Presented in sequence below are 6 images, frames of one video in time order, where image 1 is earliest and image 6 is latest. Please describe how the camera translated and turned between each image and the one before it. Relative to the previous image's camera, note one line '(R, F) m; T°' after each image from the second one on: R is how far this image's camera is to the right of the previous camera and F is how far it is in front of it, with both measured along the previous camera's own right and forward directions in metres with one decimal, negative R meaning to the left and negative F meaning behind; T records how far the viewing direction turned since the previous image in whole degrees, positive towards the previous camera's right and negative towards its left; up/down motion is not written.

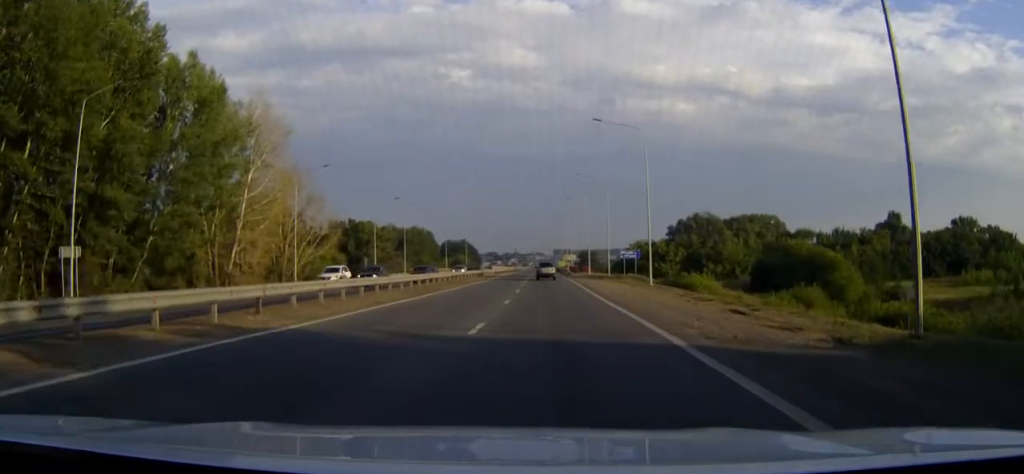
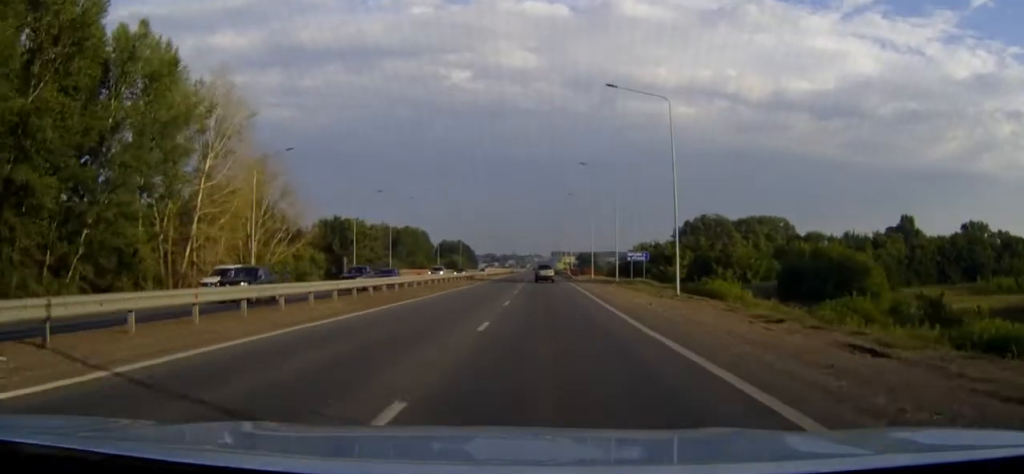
(0.0, +9.8) m; 0°
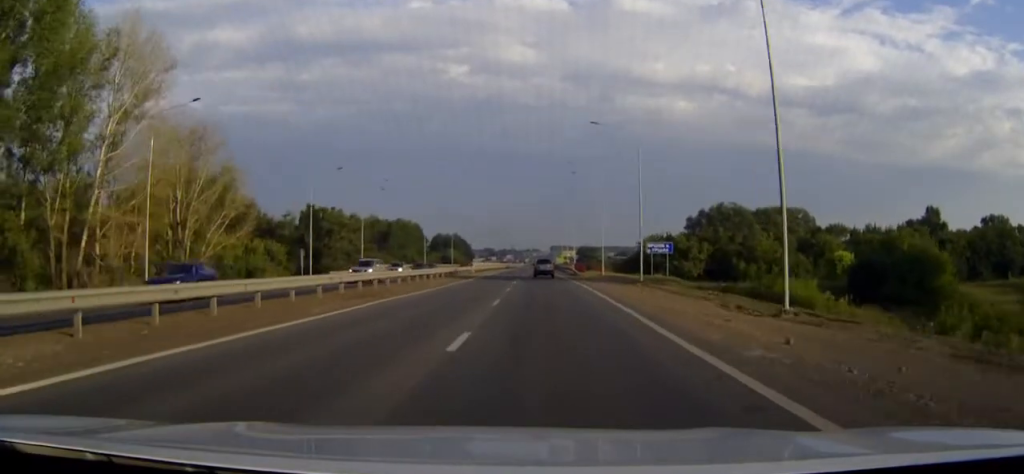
(0.0, +16.7) m; 0°
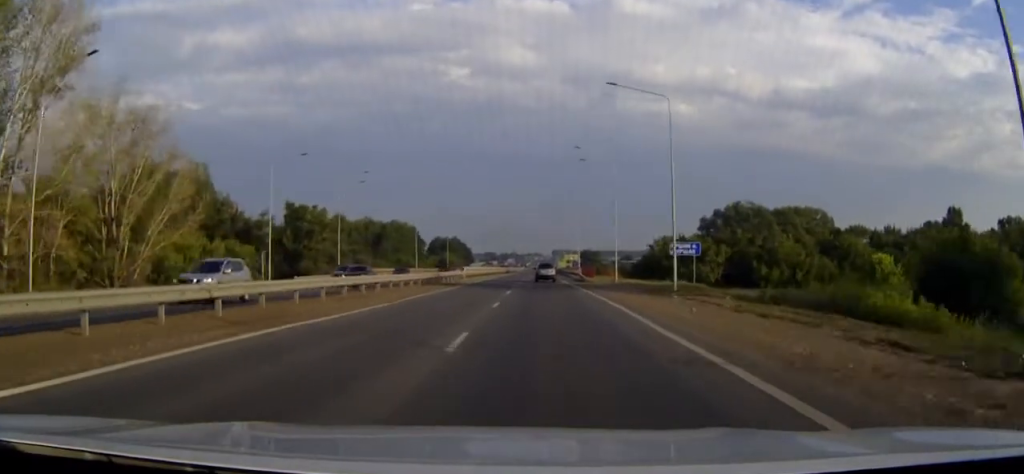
(0.0, +11.5) m; 0°
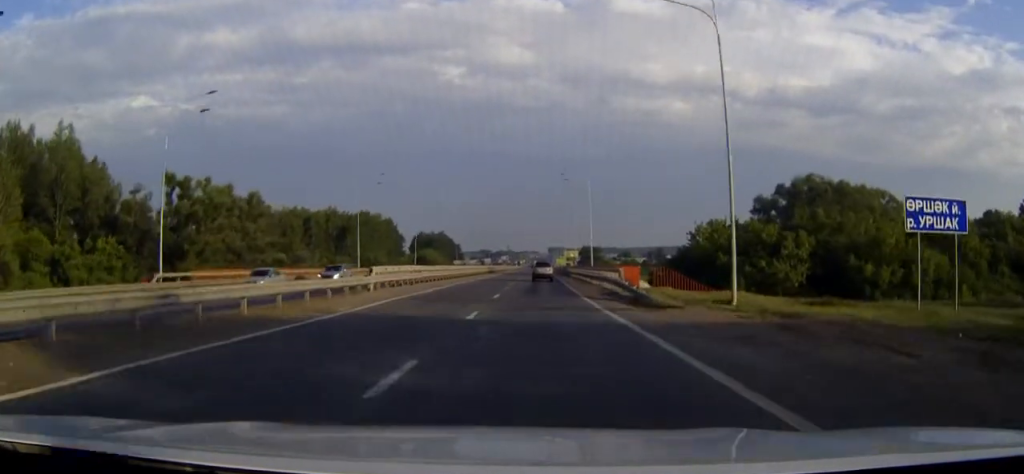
(-0.1, +39.0) m; -1°
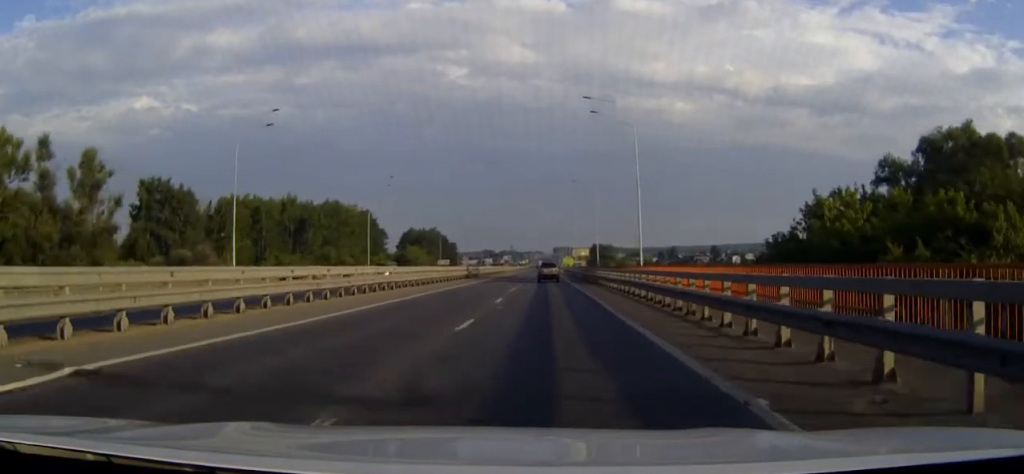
(-0.1, +39.2) m; 0°
